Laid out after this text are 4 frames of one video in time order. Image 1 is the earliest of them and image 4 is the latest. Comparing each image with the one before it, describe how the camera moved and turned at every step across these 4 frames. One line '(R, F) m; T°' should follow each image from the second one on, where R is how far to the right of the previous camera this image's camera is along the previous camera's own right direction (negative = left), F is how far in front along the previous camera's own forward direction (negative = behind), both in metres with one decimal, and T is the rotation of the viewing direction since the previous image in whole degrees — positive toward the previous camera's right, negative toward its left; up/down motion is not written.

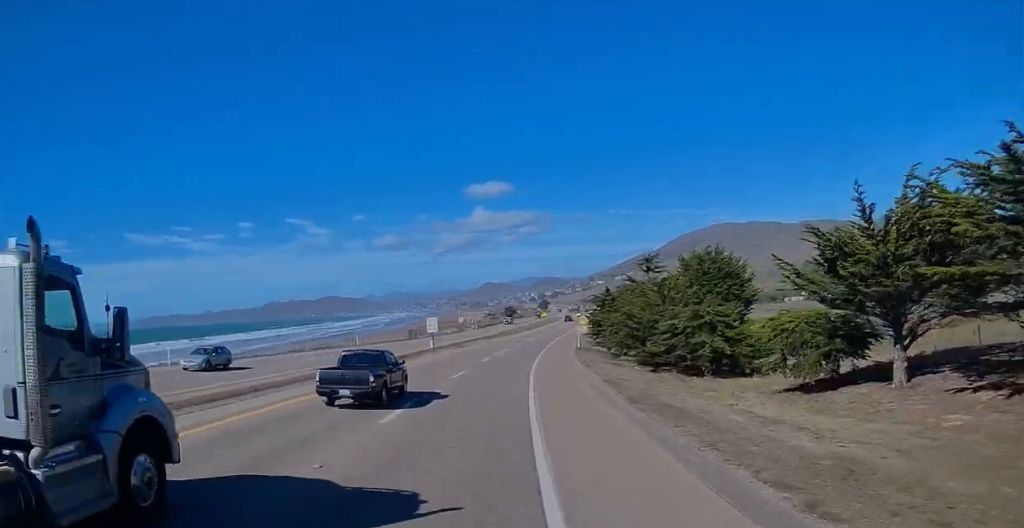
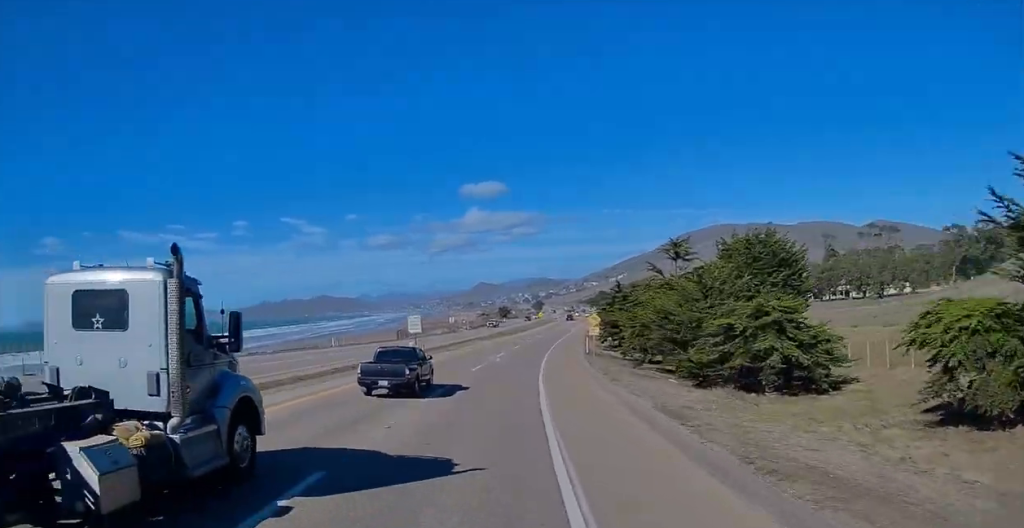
(0.0, +10.7) m; +1°
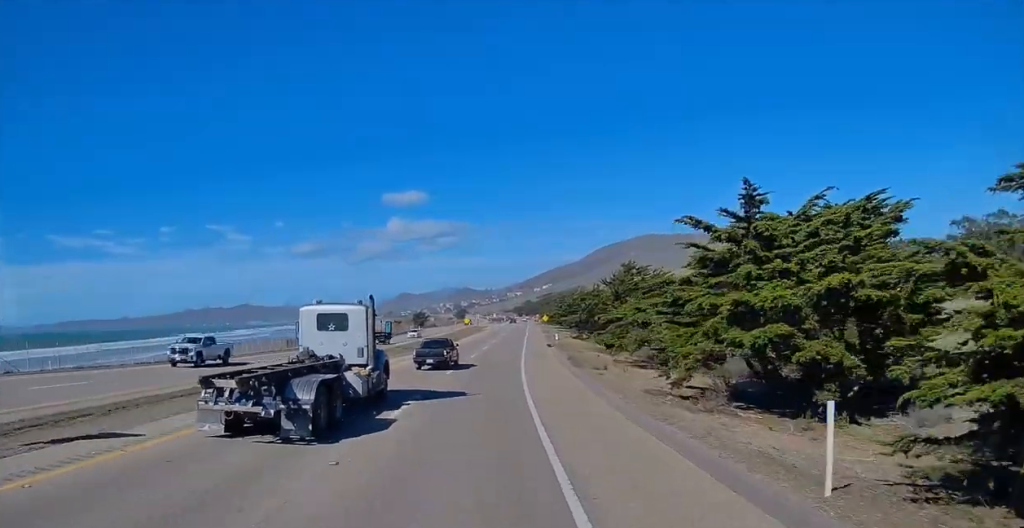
(+3.2, +50.8) m; +6°
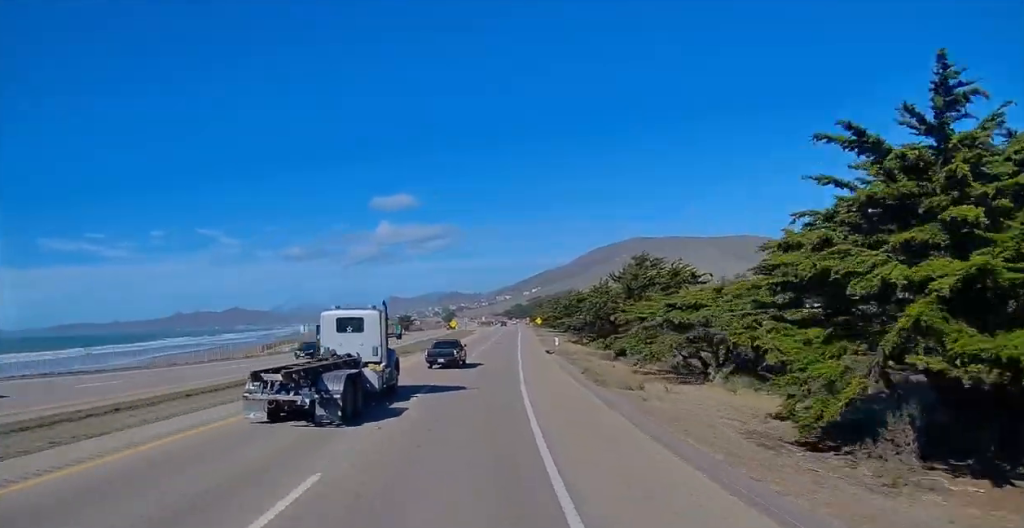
(+0.1, +10.5) m; +1°
